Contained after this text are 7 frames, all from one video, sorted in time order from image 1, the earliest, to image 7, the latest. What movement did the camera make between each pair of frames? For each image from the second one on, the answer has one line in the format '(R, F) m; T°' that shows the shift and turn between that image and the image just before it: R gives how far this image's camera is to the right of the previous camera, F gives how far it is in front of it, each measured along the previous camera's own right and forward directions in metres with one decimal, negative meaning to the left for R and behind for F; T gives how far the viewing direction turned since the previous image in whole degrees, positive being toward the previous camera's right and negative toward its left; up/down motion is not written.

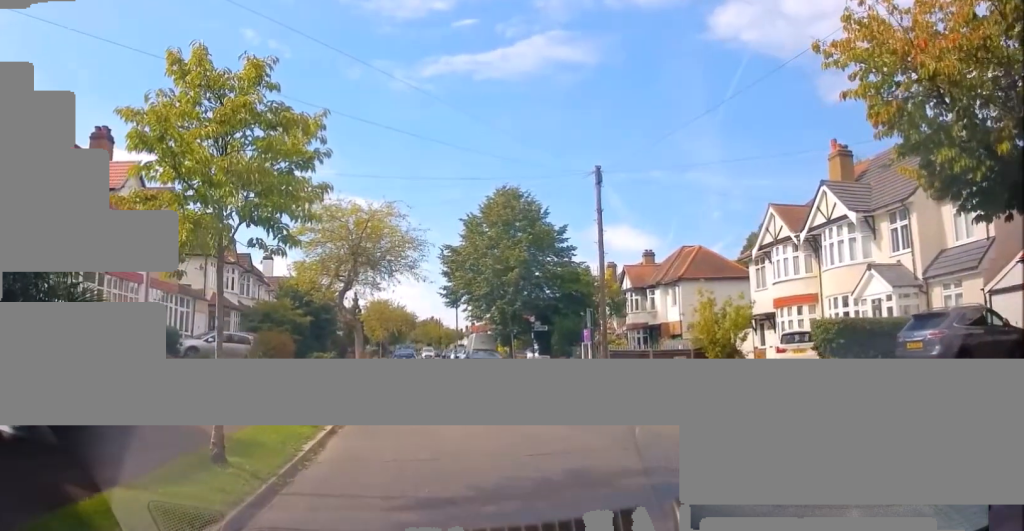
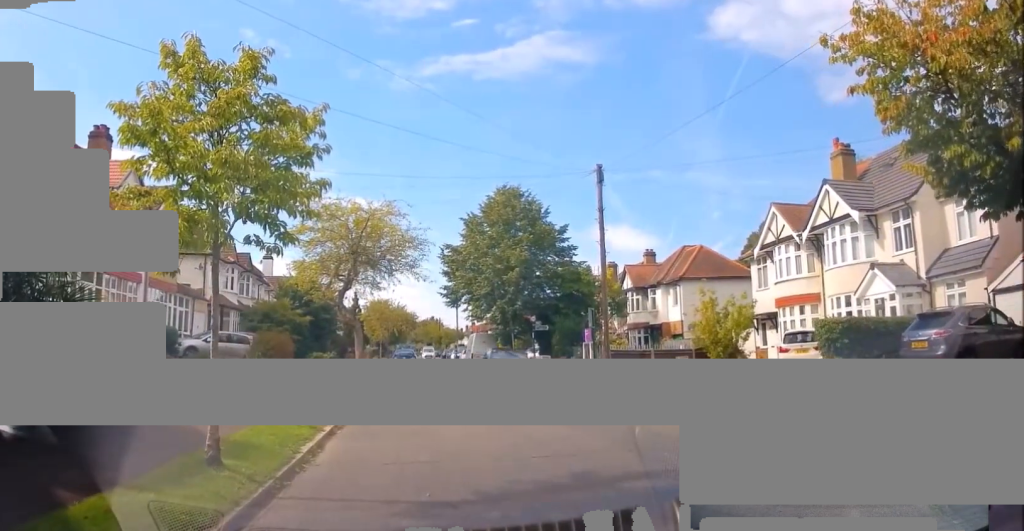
(0.0, +0.5) m; 0°
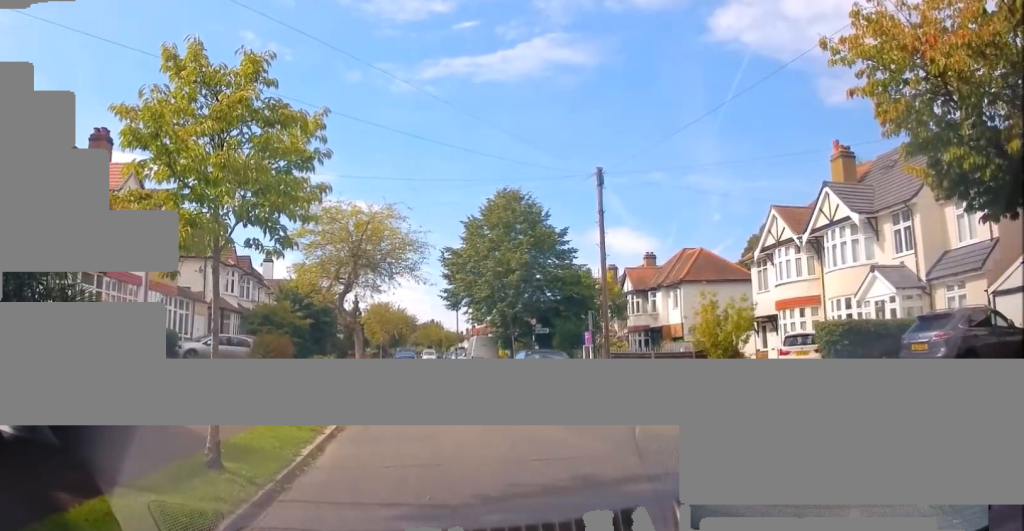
(0.0, +0.3) m; 0°
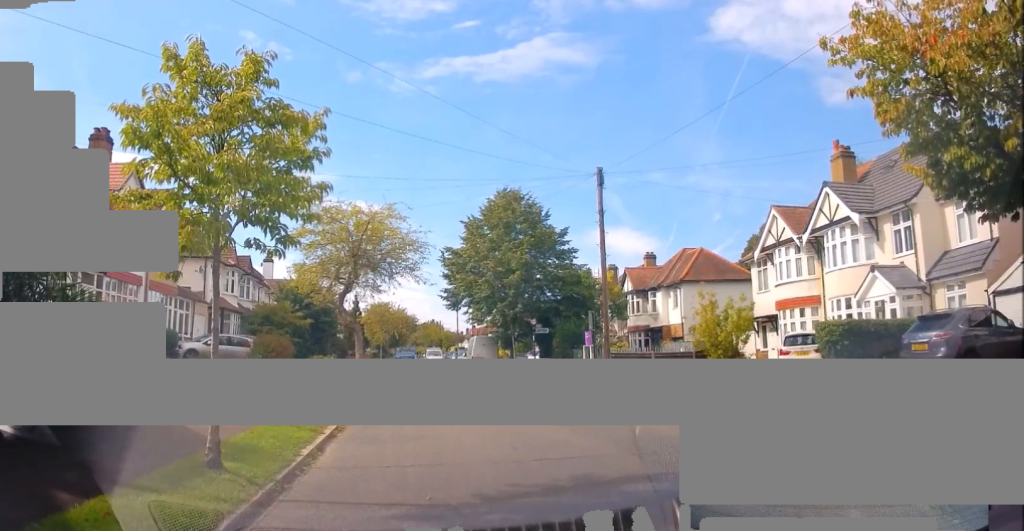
(0.0, 0.0) m; 0°
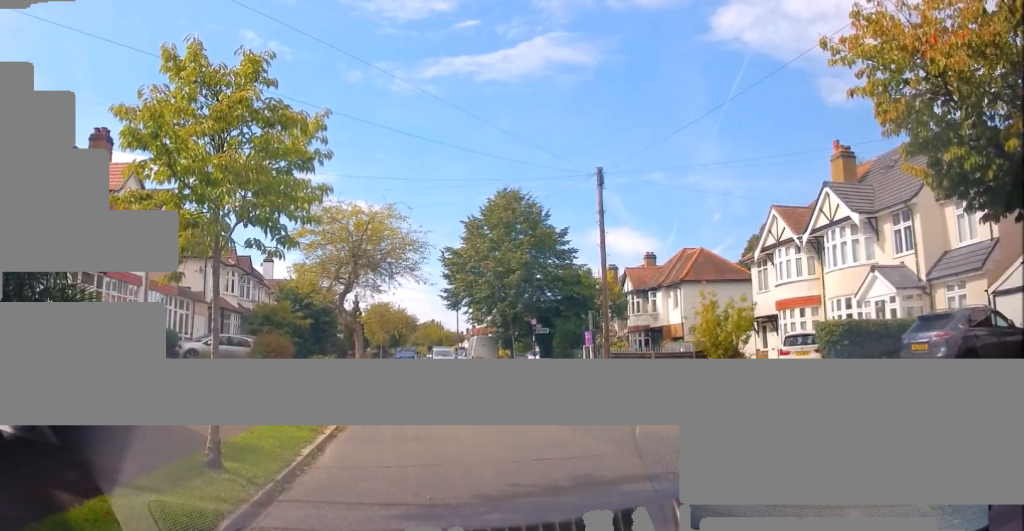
(0.0, 0.0) m; 0°
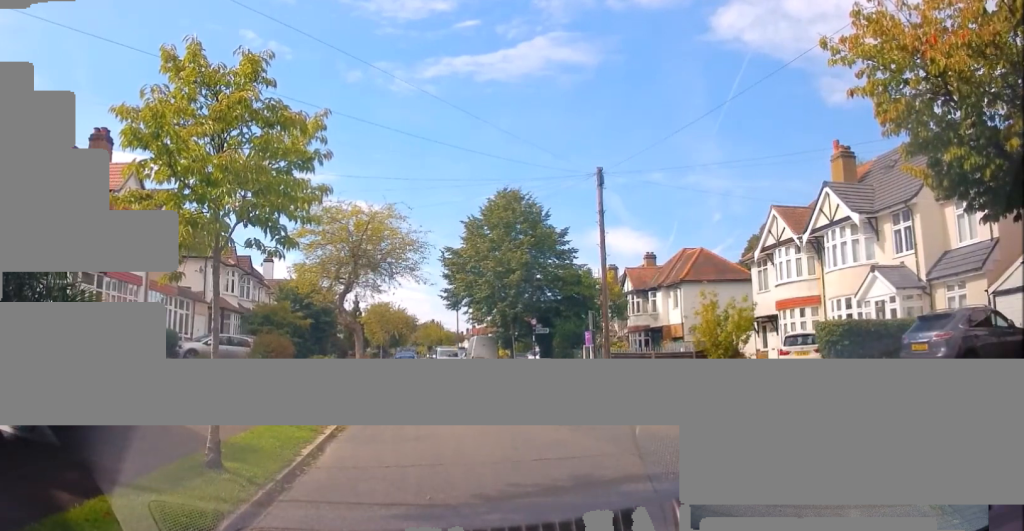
(0.0, 0.0) m; 0°
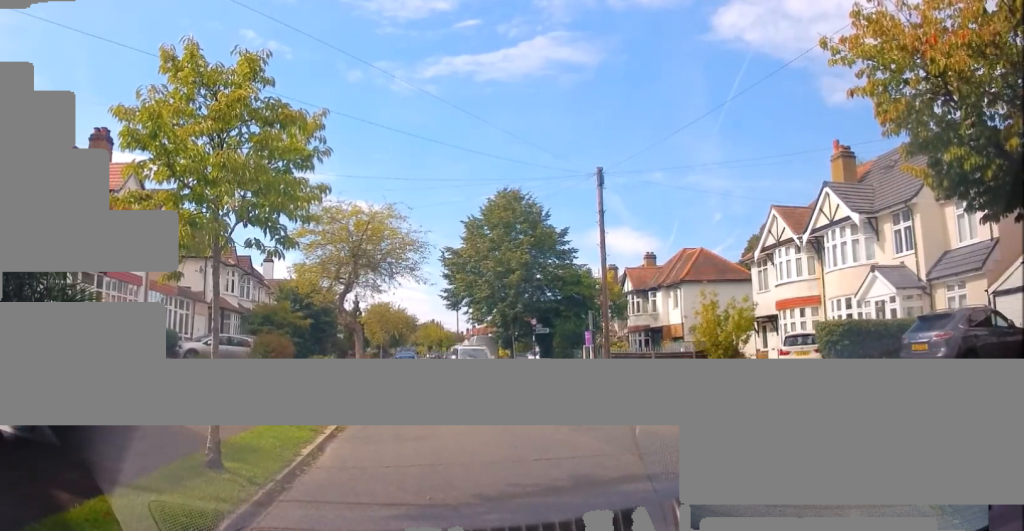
(0.0, 0.0) m; 0°
